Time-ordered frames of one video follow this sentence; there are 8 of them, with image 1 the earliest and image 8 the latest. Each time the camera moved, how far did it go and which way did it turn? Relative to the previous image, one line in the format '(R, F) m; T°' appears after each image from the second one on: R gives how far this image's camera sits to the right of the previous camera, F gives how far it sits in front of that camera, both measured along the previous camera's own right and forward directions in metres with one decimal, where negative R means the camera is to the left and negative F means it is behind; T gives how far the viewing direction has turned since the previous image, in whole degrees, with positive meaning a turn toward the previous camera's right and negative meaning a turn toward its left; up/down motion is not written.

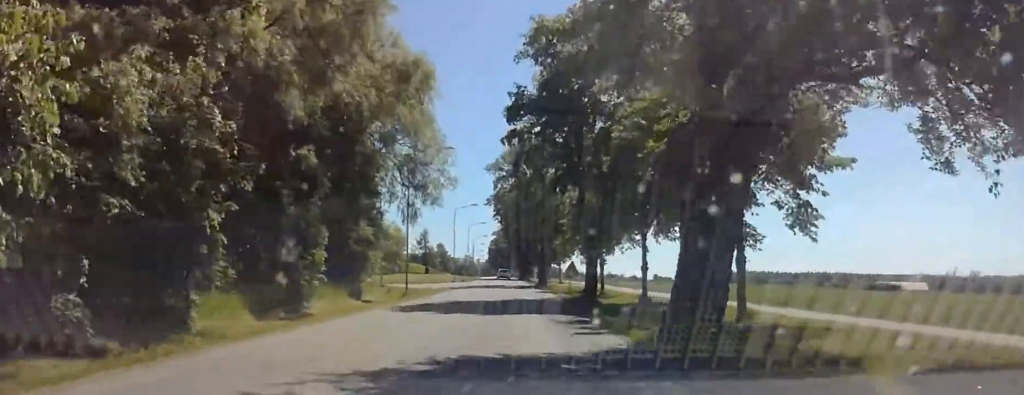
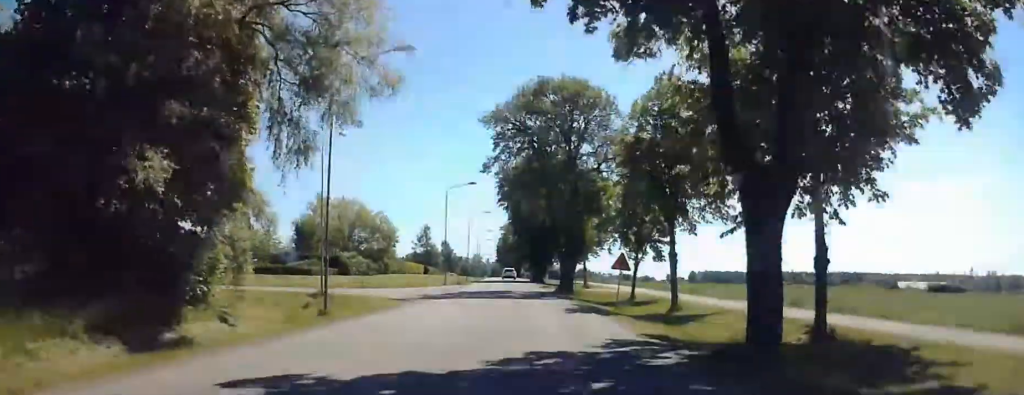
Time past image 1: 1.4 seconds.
(+0.1, +20.3) m; 0°
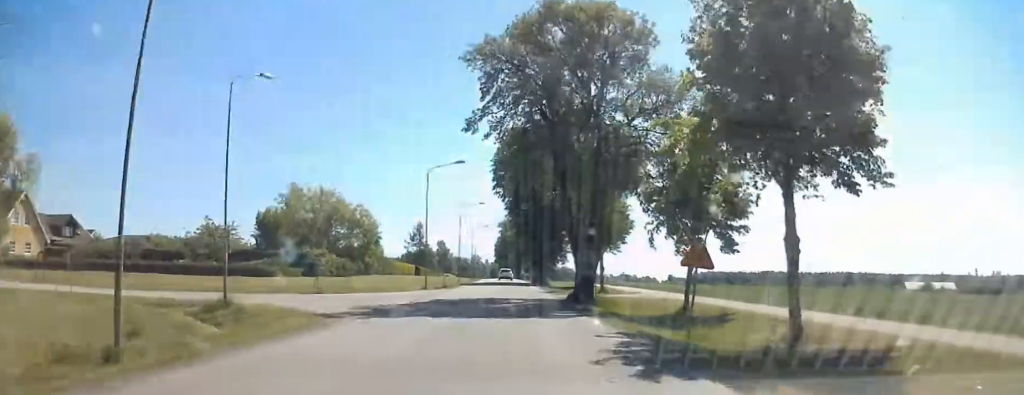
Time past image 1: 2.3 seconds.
(-0.1, +13.0) m; 0°
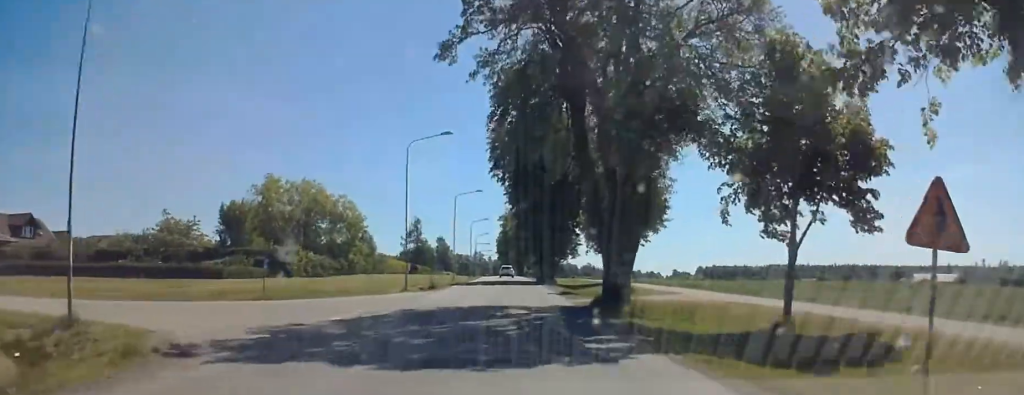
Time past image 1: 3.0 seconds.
(0.0, +10.2) m; 0°
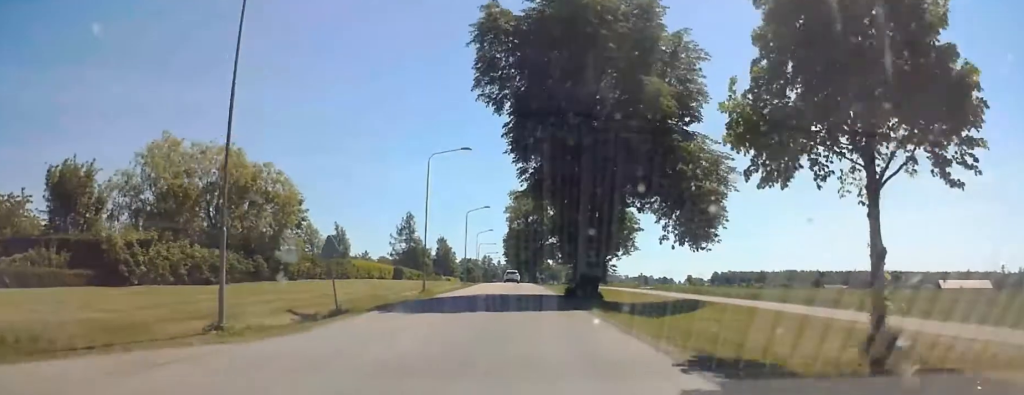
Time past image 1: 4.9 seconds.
(+0.2, +27.6) m; -1°
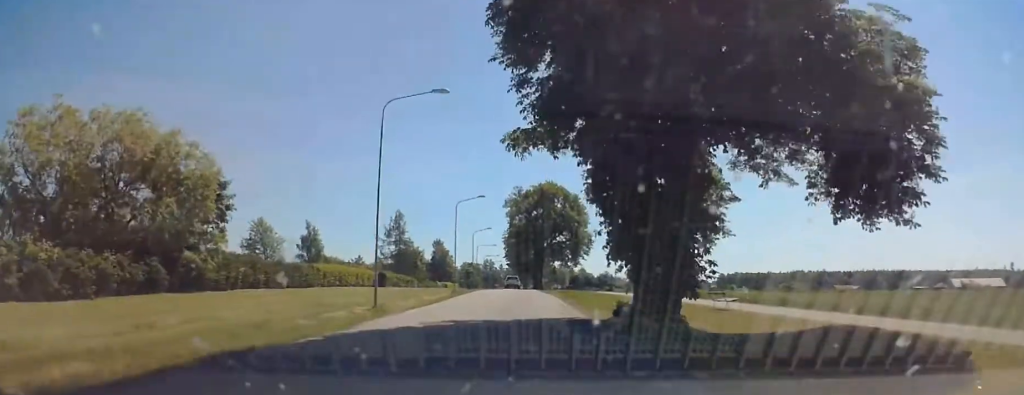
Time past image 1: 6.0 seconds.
(-0.5, +15.8) m; -2°
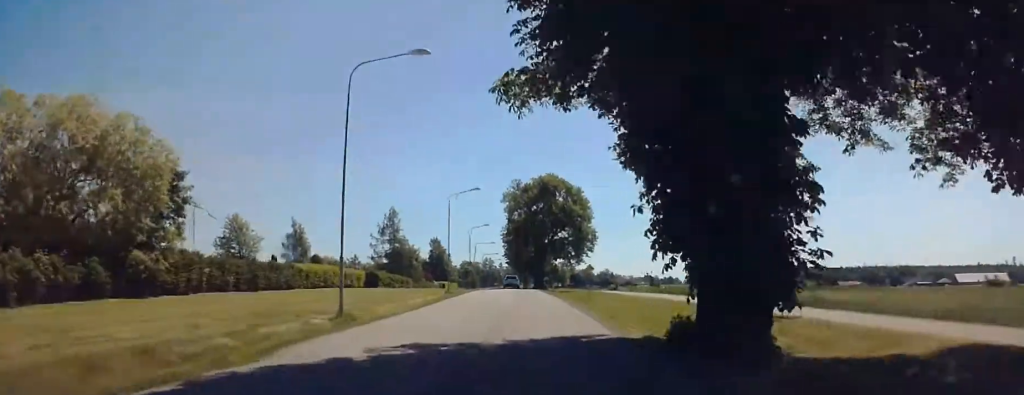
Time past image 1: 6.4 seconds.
(0.0, +5.7) m; 0°
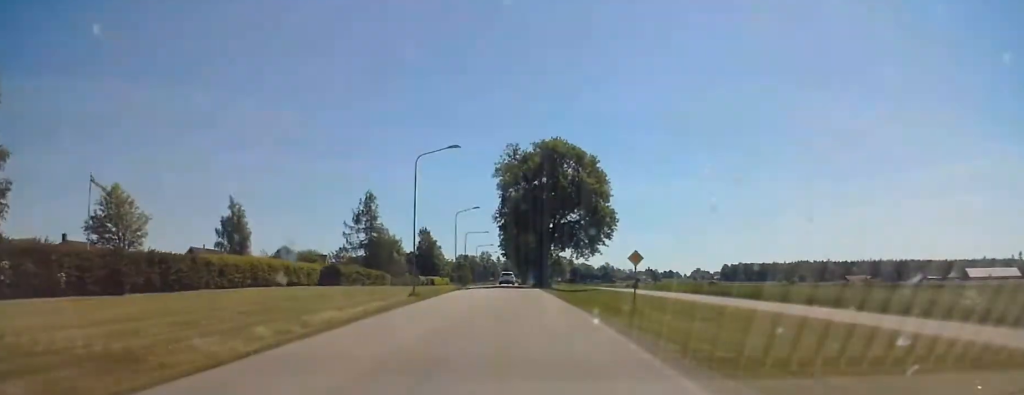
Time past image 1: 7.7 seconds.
(0.0, +18.8) m; 0°
